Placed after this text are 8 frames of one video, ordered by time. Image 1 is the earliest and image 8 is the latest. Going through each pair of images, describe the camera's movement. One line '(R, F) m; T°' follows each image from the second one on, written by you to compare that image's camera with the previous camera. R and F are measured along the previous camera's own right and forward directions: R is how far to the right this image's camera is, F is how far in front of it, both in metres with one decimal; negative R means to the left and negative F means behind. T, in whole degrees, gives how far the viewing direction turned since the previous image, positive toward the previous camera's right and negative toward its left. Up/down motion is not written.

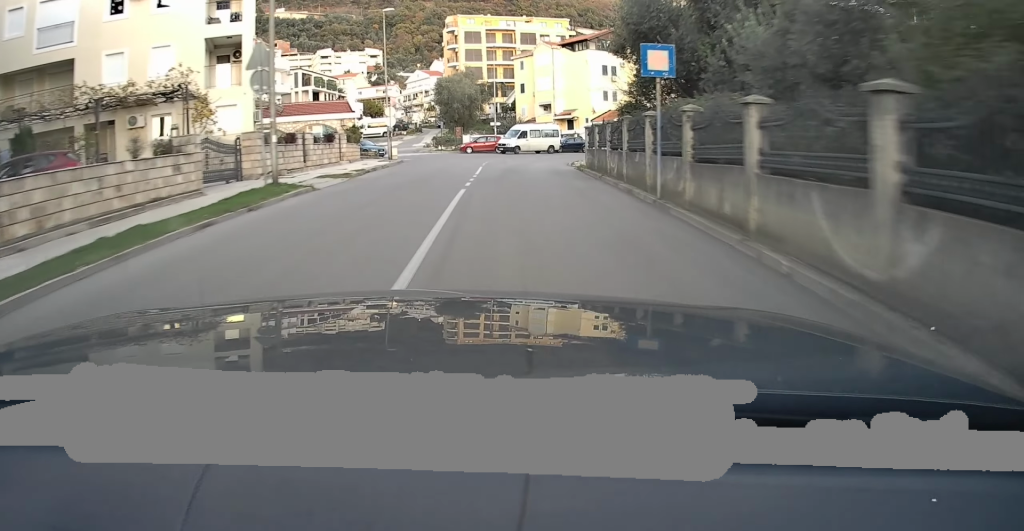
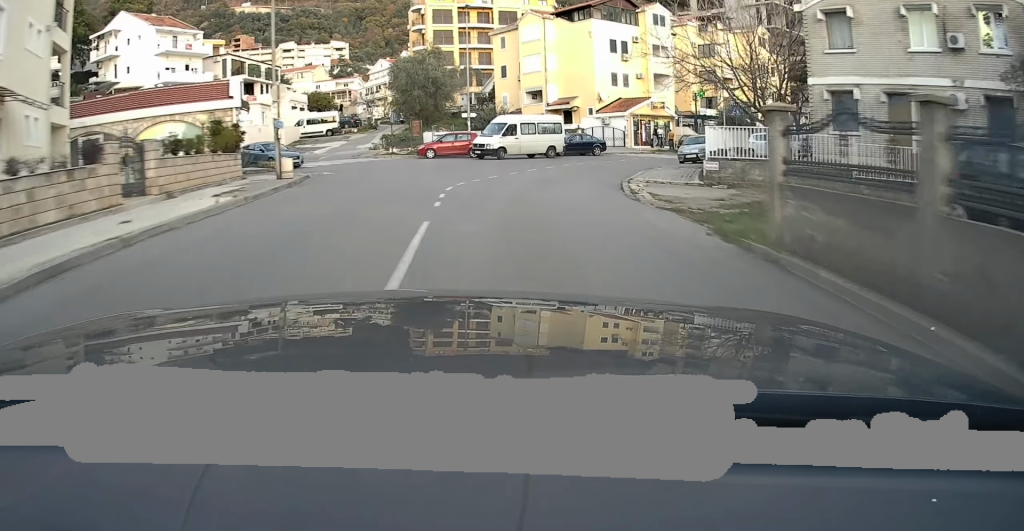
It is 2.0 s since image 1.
(+0.2, +18.1) m; +2°
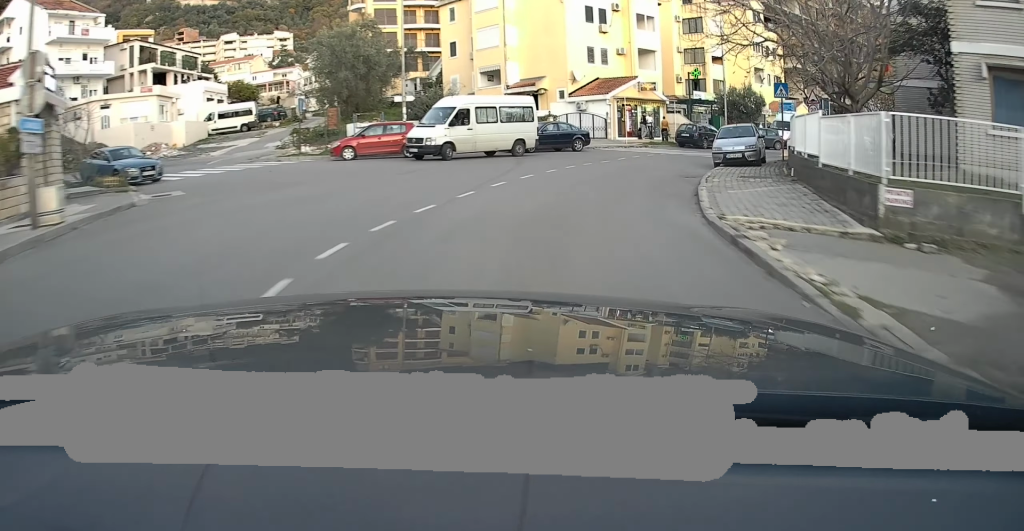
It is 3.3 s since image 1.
(+0.8, +11.4) m; +7°
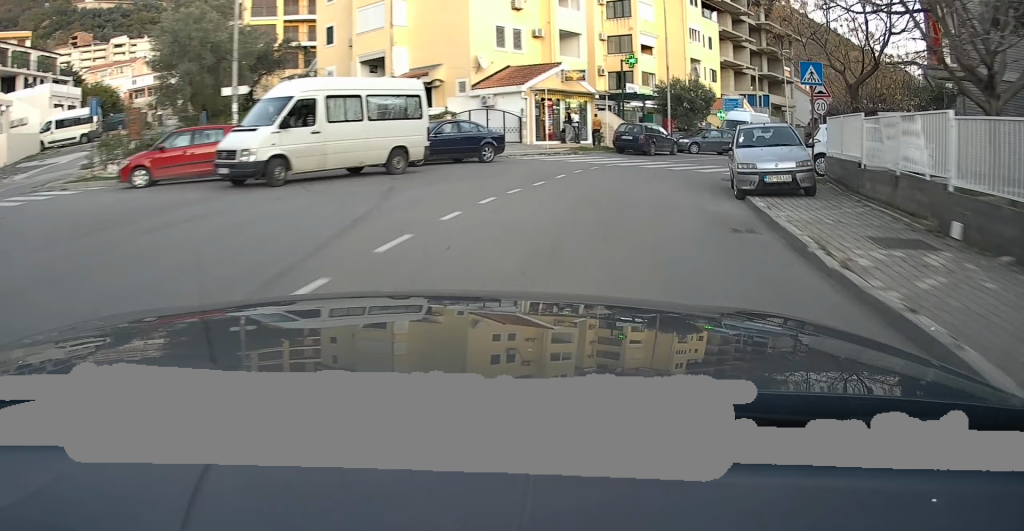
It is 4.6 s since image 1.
(+0.3, +10.3) m; +6°
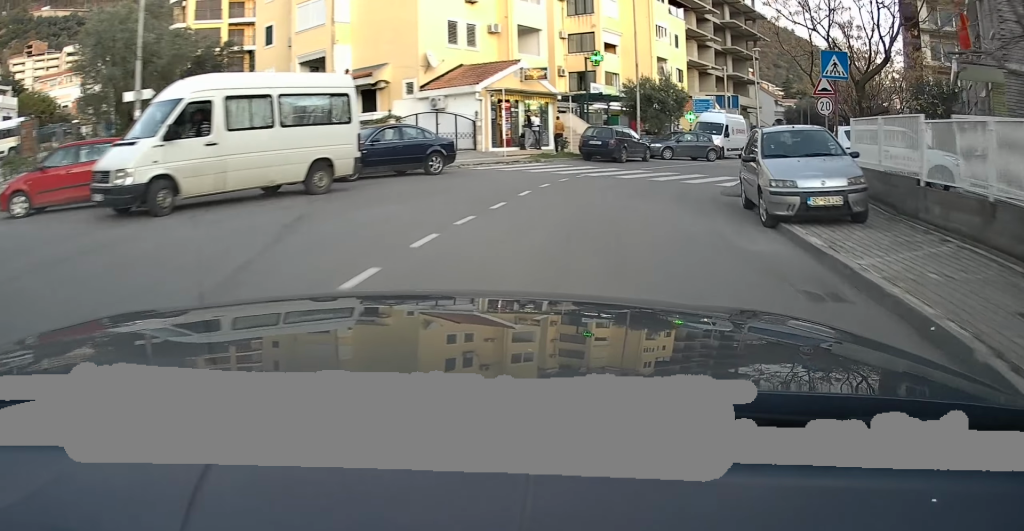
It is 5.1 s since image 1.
(-0.1, +3.8) m; +4°
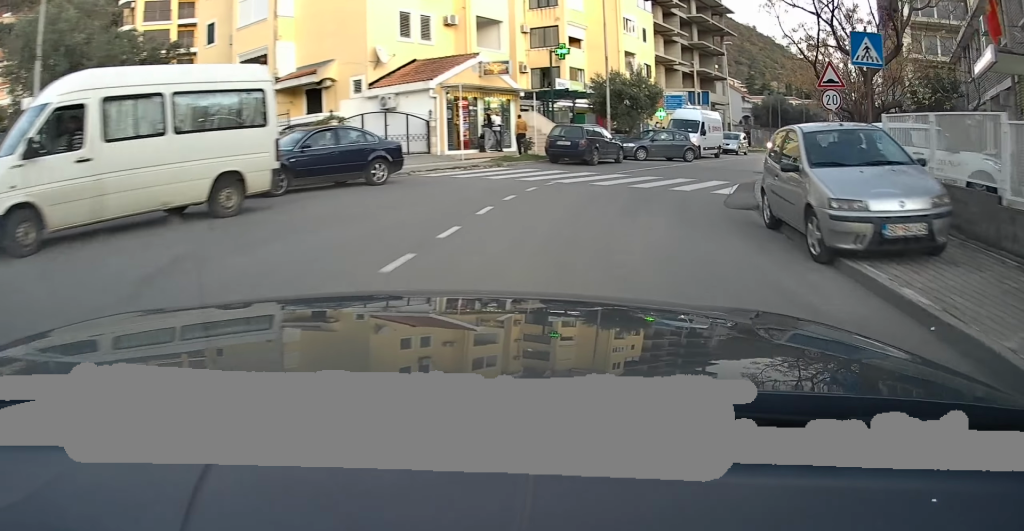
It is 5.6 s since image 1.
(+0.3, +3.0) m; +5°
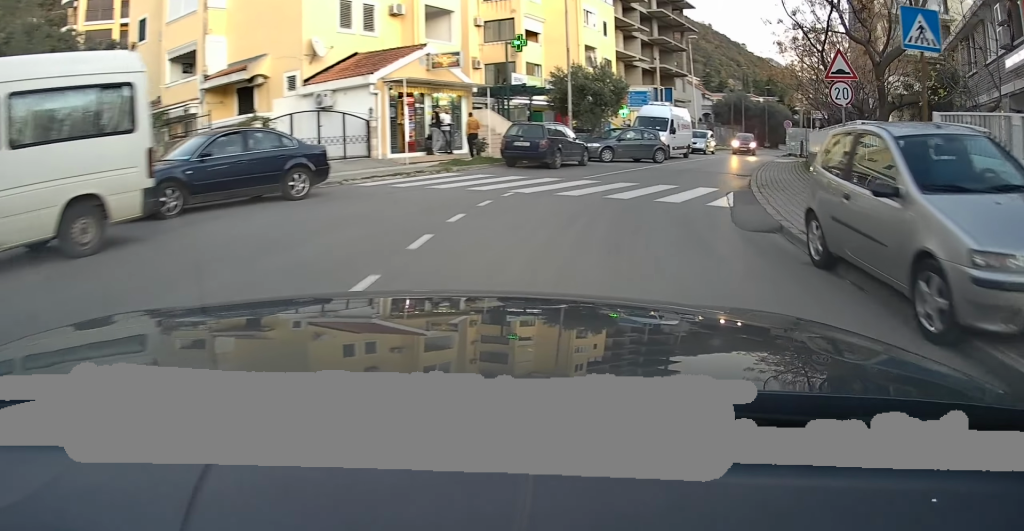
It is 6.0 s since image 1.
(+0.1, +3.2) m; +5°
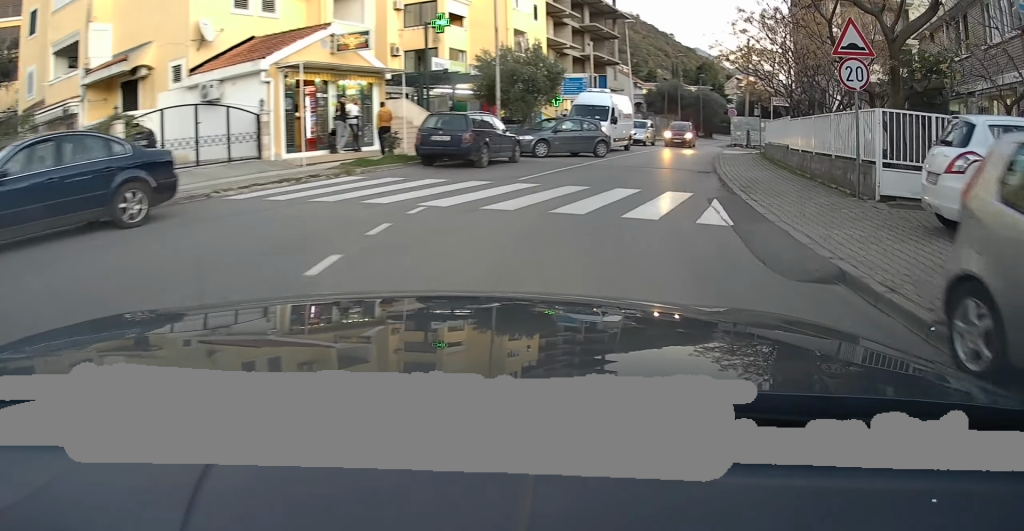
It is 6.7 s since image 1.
(+0.3, +4.1) m; +5°
